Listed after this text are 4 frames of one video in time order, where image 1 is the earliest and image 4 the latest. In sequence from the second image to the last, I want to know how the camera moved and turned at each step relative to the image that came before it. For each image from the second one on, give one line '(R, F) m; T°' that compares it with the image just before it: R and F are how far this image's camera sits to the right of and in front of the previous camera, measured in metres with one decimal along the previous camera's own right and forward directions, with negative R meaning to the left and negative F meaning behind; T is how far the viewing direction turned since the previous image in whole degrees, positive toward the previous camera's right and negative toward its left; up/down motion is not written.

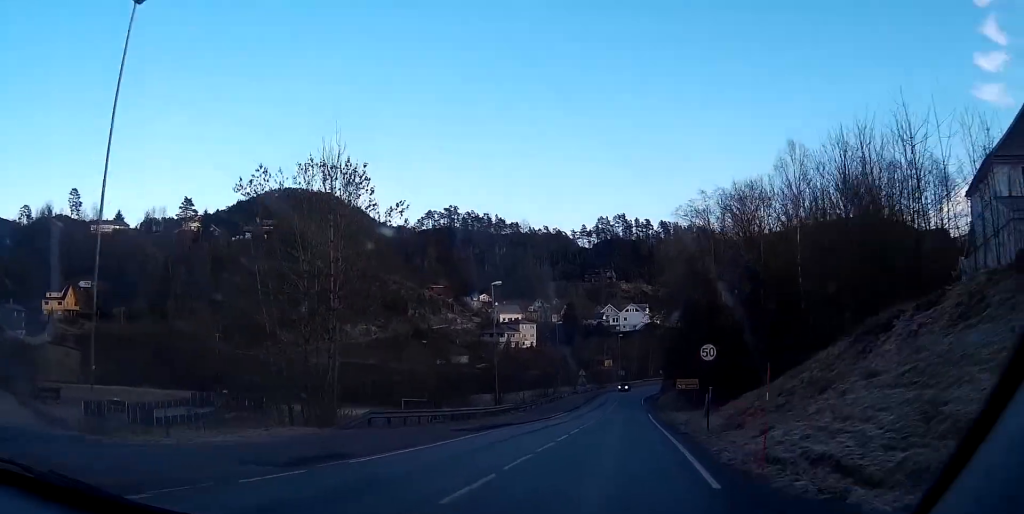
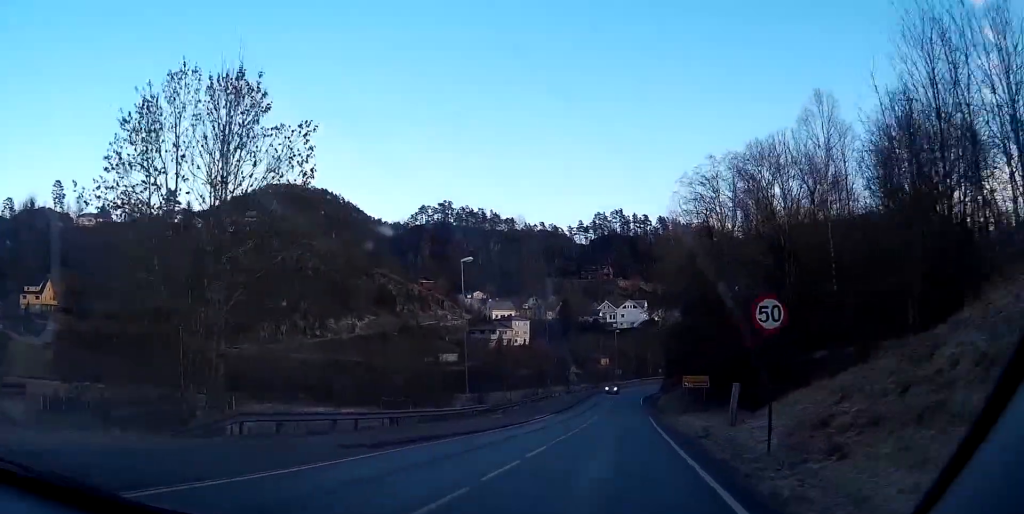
(0.0, +9.6) m; -1°
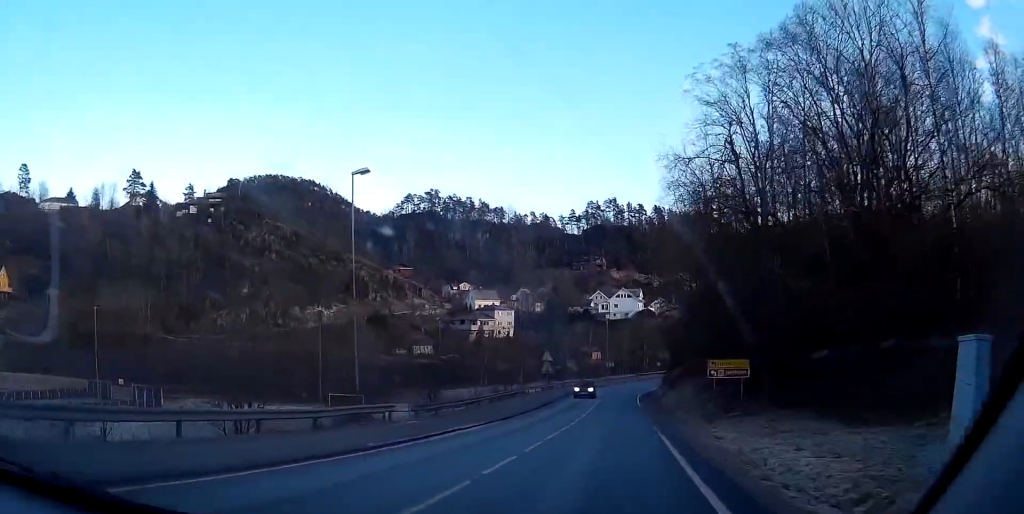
(-0.5, +18.8) m; -3°
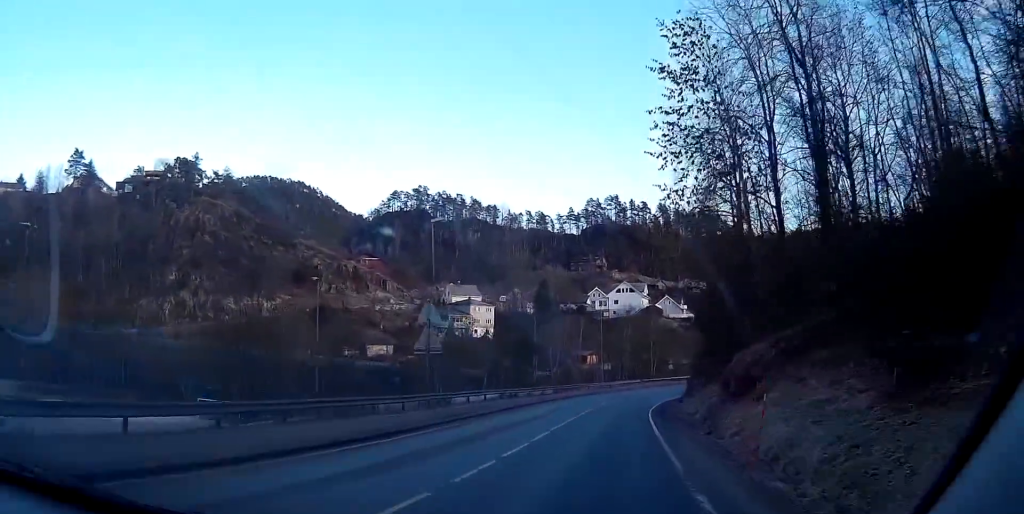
(-0.4, +33.1) m; -2°
